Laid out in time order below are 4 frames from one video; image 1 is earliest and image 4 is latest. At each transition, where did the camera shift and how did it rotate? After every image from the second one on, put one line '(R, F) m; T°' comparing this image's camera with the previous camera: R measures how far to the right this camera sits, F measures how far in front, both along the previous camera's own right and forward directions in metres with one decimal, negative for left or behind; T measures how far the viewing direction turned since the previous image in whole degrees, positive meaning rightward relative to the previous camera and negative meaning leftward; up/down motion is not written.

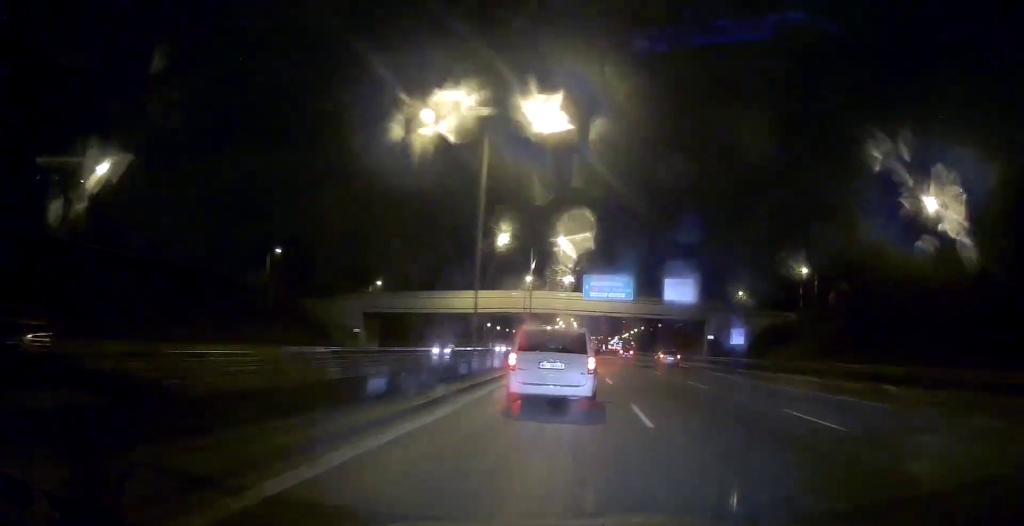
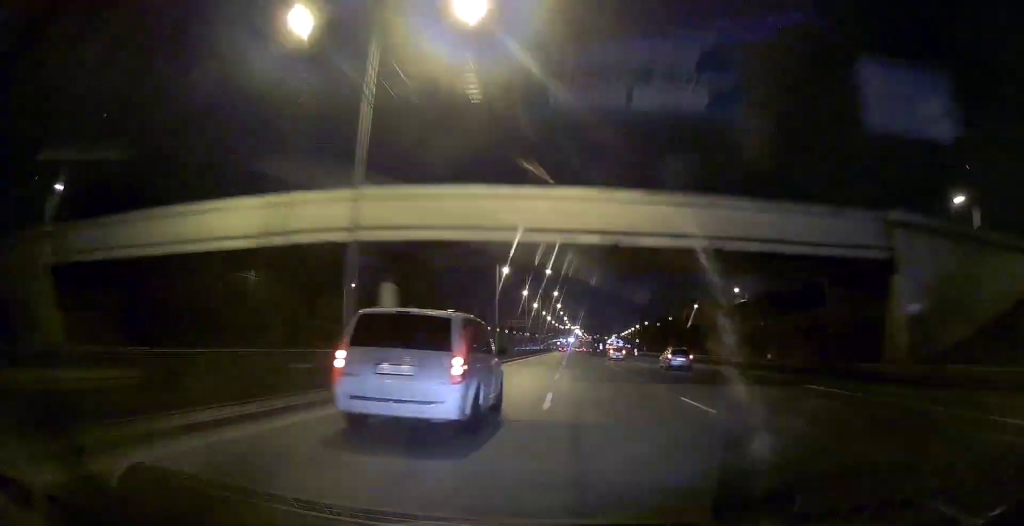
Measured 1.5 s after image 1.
(+1.0, +45.0) m; +1°
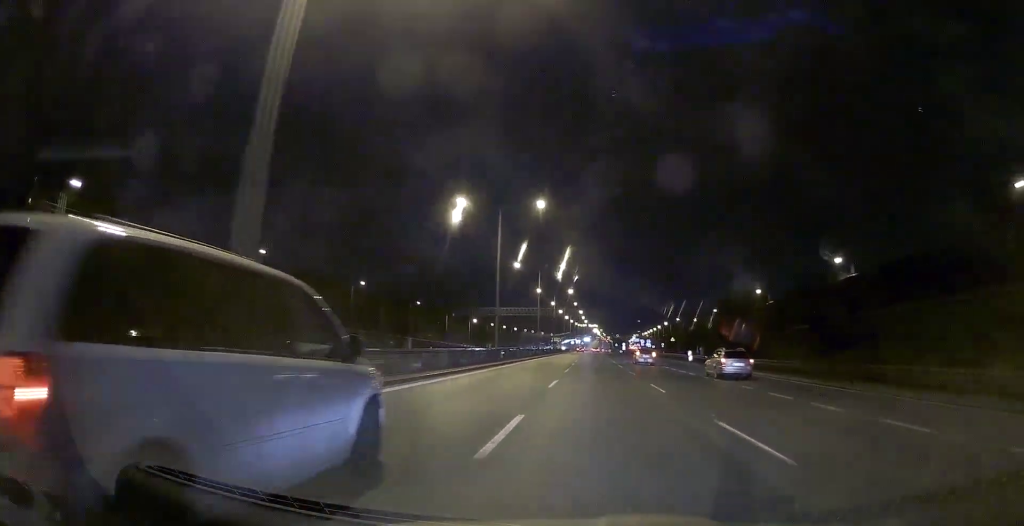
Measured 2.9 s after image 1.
(-0.4, +41.1) m; -1°
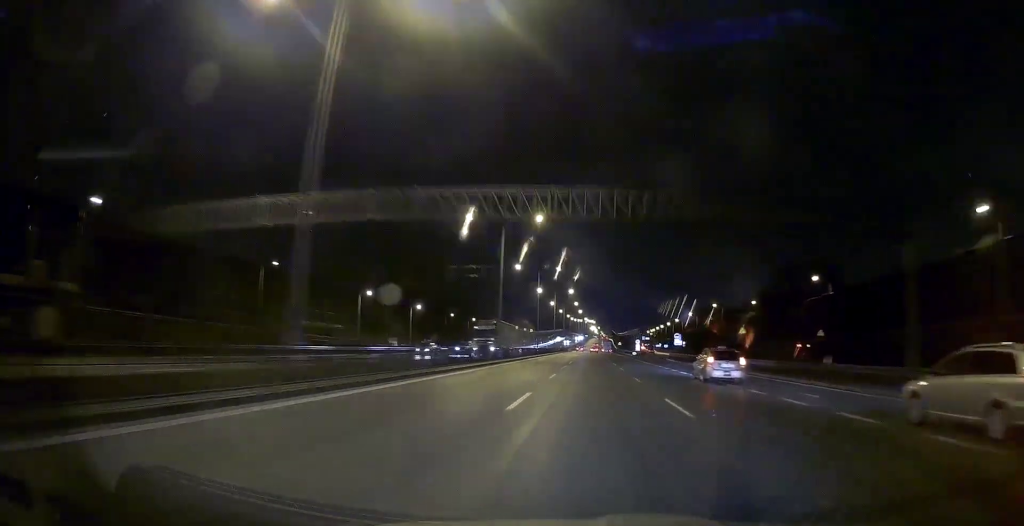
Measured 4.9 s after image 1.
(-0.6, +67.2) m; 0°
